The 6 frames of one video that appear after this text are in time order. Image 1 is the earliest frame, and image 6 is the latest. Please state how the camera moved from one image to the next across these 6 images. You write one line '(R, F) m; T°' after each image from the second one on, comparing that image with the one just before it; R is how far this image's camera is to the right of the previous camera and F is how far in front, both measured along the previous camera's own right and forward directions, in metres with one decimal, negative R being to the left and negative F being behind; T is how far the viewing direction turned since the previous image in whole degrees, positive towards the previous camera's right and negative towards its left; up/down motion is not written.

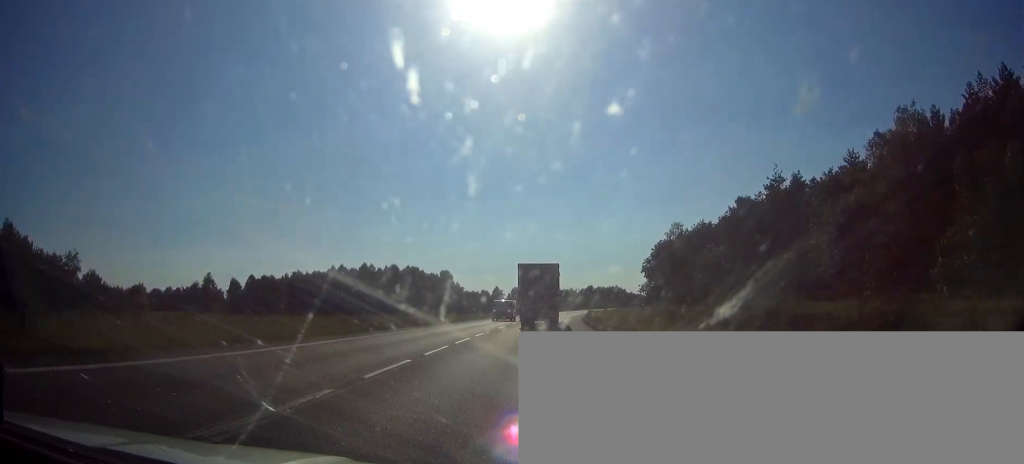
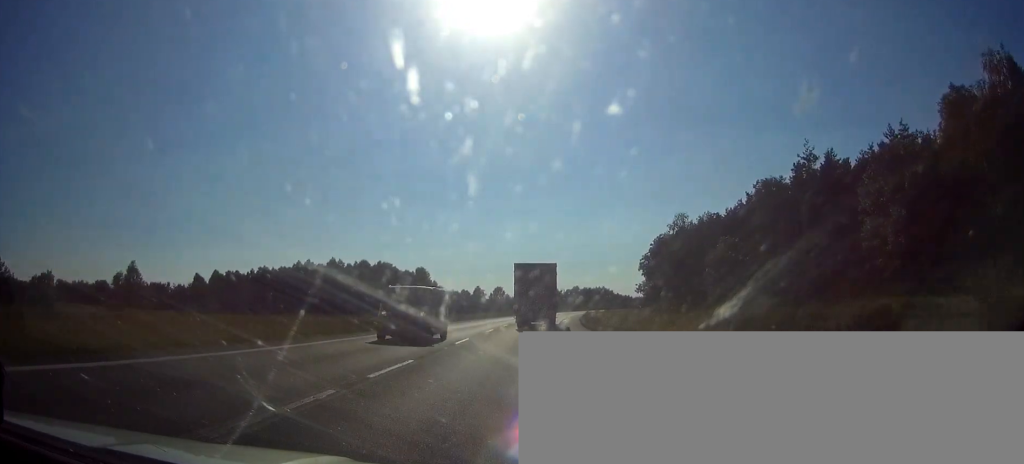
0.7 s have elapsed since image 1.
(0.0, +18.2) m; +1°
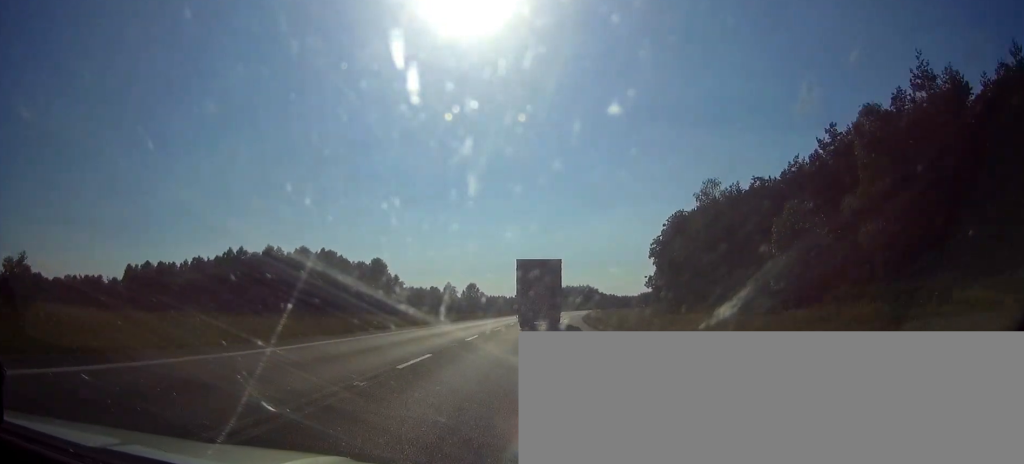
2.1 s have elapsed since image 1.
(+0.8, +34.1) m; +2°
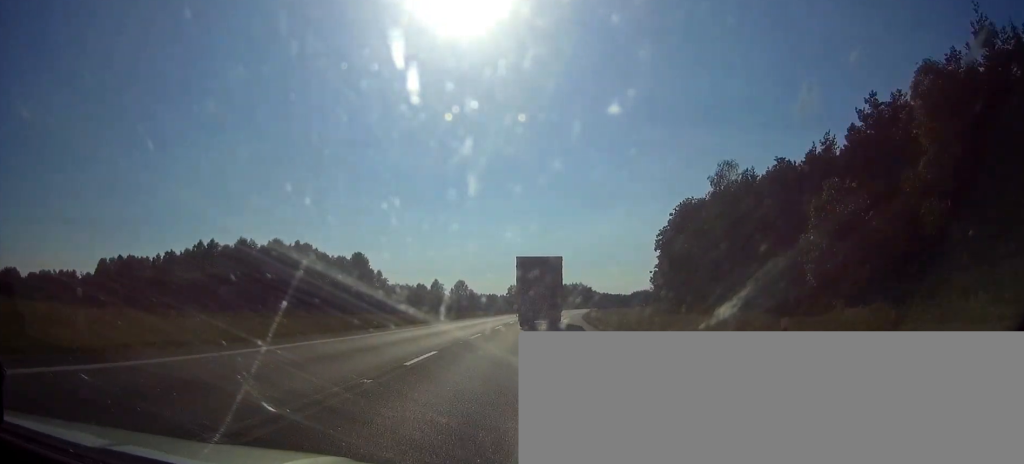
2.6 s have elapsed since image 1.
(0.0, +11.7) m; +1°
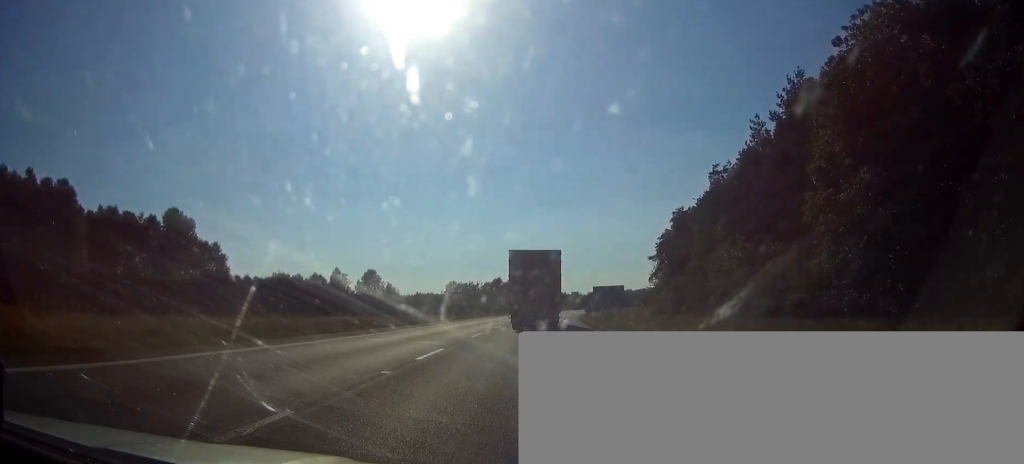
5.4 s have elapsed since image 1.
(+2.9, +70.0) m; +4°
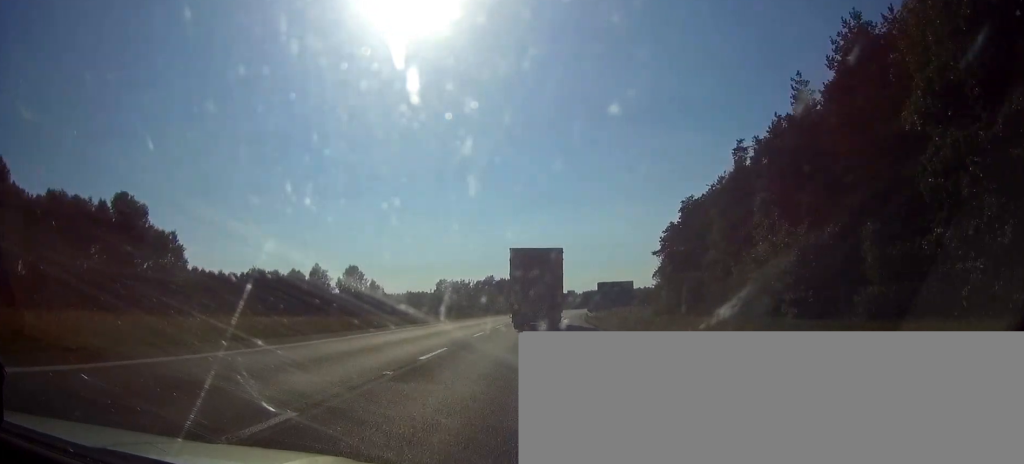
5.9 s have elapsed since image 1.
(0.0, +12.2) m; +1°
